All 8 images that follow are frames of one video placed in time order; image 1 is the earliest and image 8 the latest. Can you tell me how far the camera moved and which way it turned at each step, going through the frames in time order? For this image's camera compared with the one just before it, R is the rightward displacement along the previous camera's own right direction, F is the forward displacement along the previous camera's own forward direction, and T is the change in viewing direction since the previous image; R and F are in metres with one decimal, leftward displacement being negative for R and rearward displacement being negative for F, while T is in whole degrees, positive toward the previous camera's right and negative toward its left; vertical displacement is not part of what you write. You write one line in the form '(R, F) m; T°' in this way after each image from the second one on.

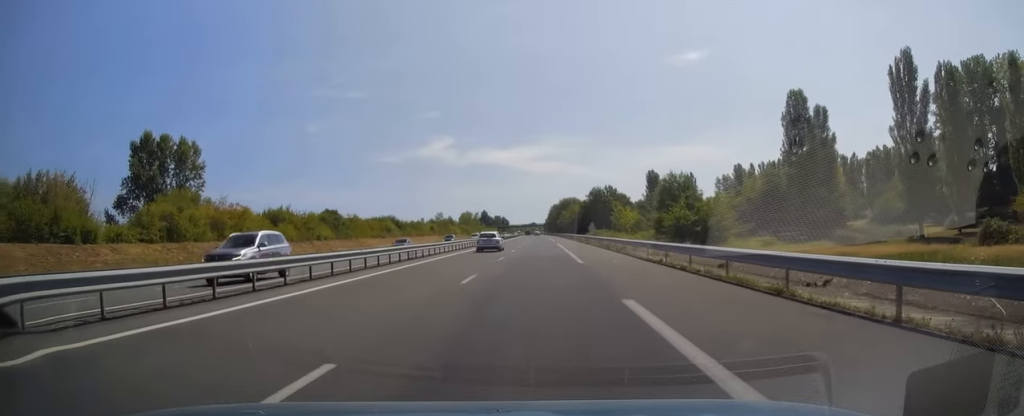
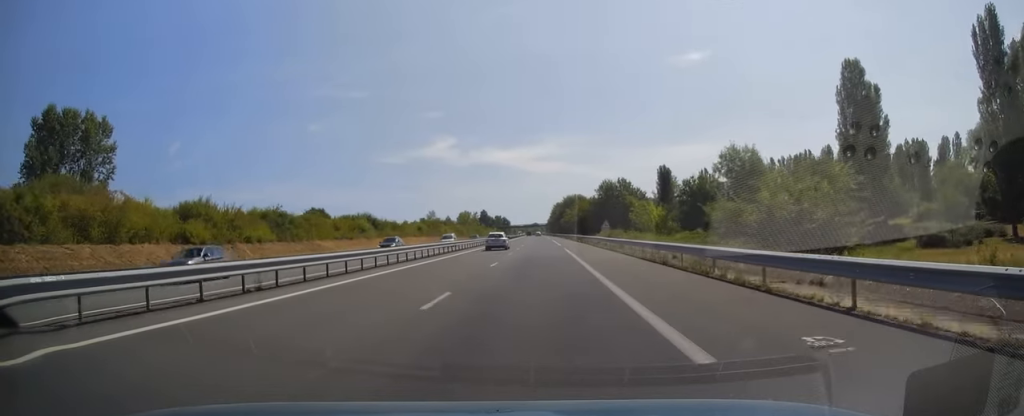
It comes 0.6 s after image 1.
(-0.2, +18.7) m; 0°
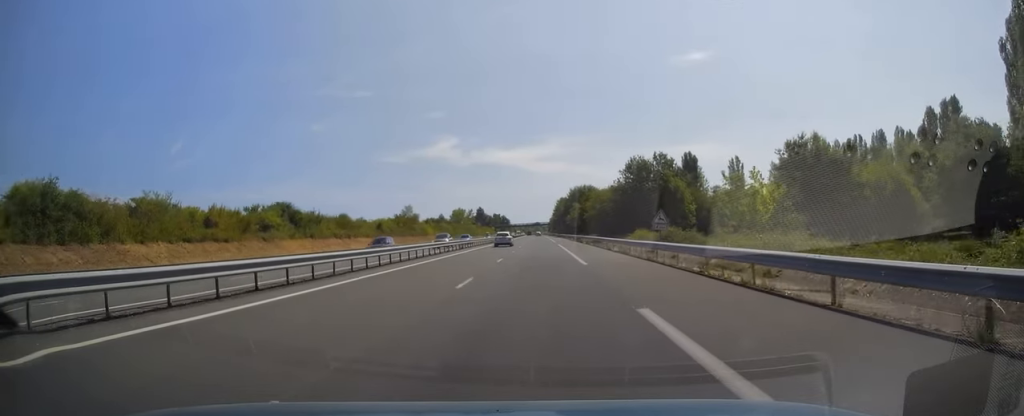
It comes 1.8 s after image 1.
(+0.4, +35.3) m; 0°
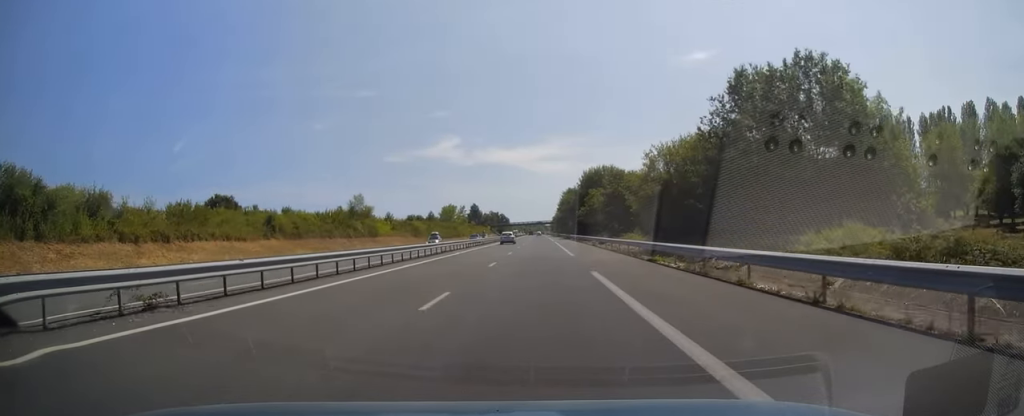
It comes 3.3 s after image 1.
(-0.6, +43.6) m; -1°
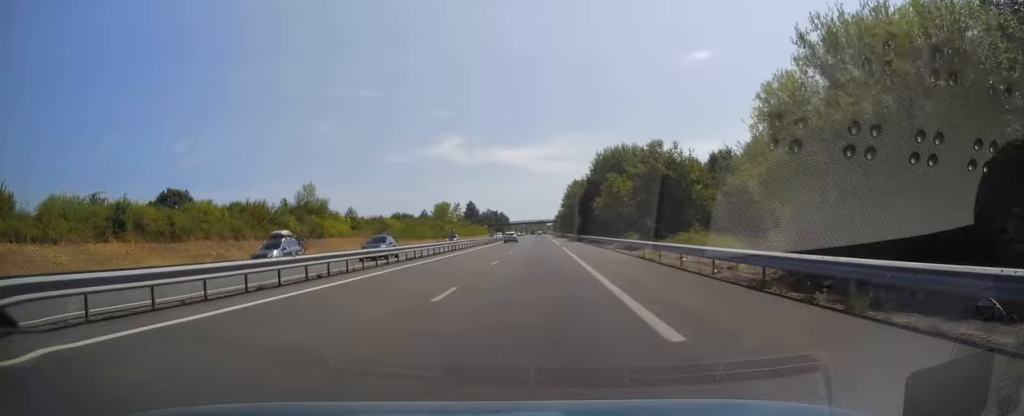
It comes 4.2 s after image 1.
(-0.2, +25.0) m; 0°
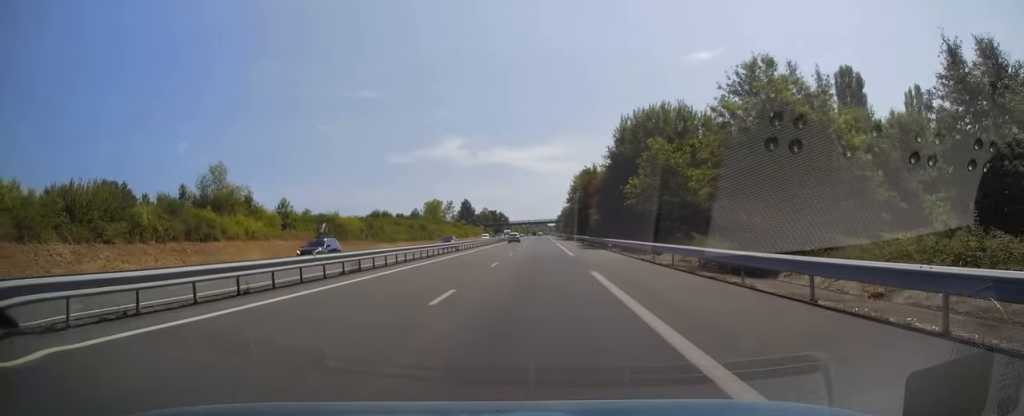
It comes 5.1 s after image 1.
(-0.1, +26.5) m; 0°
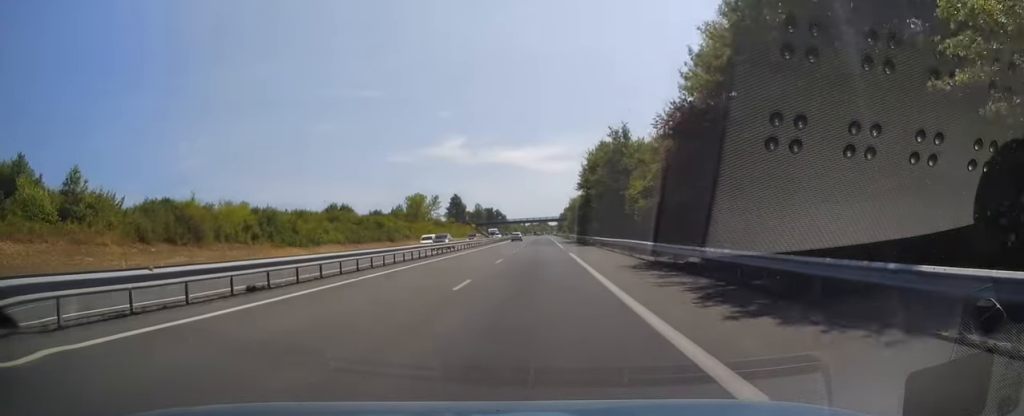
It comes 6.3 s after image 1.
(+0.3, +36.3) m; +1°
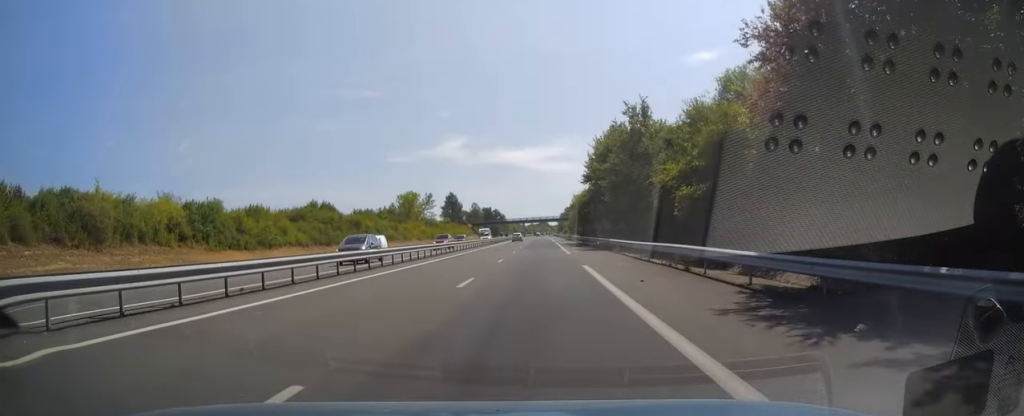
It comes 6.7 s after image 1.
(0.0, +12.3) m; 0°
